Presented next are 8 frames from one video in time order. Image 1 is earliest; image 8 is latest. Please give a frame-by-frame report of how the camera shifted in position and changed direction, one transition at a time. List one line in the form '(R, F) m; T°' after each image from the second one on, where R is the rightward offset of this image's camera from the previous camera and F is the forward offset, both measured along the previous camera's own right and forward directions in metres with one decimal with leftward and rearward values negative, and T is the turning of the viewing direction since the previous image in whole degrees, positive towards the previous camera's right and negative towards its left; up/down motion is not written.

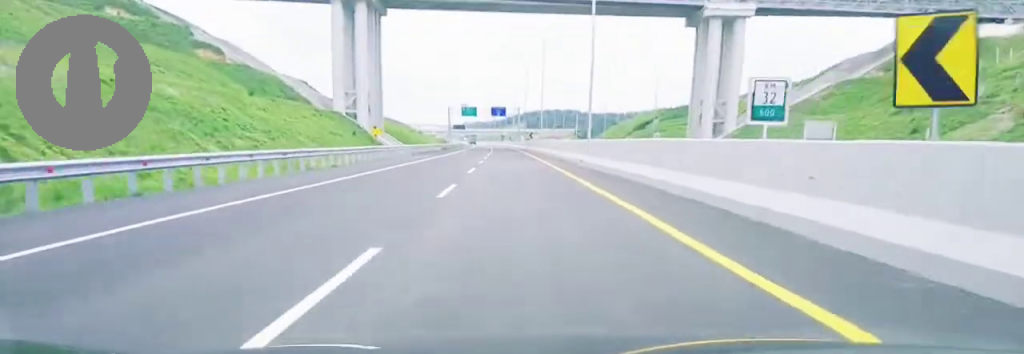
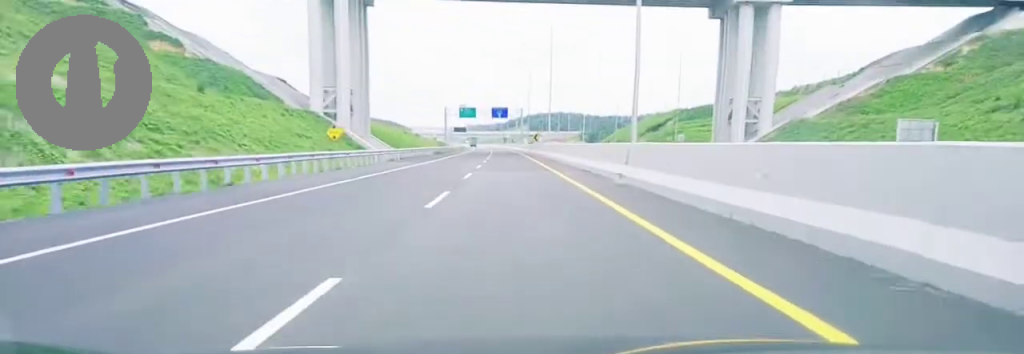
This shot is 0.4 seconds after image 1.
(+0.1, +15.2) m; 0°
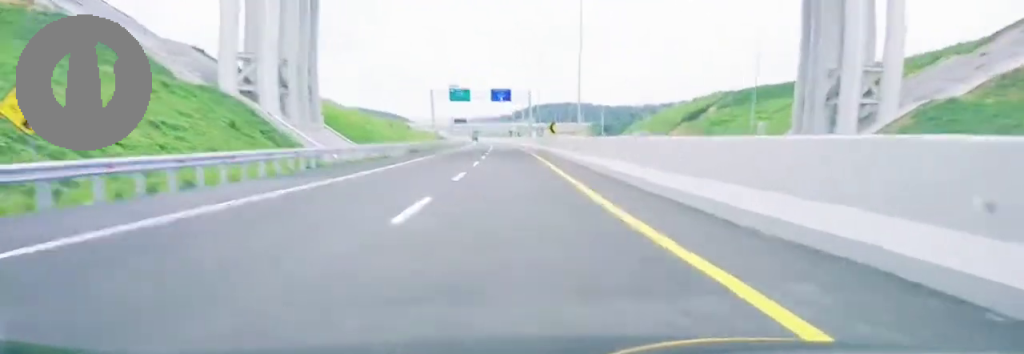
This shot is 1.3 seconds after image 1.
(-0.1, +30.3) m; 0°
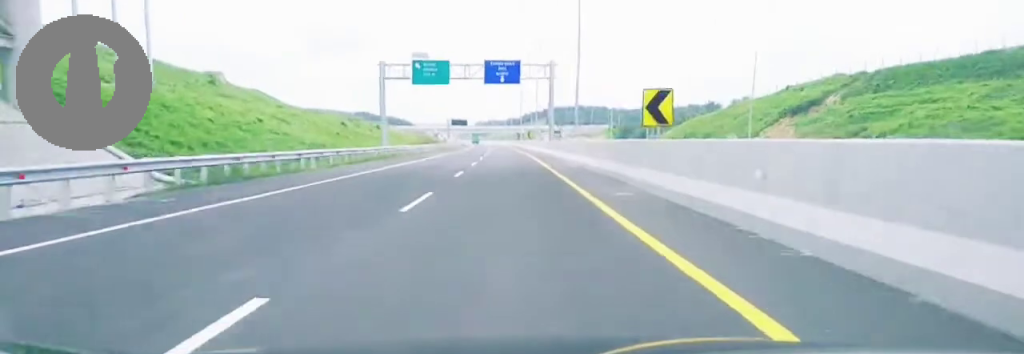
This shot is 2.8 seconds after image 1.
(-0.2, +51.2) m; 0°
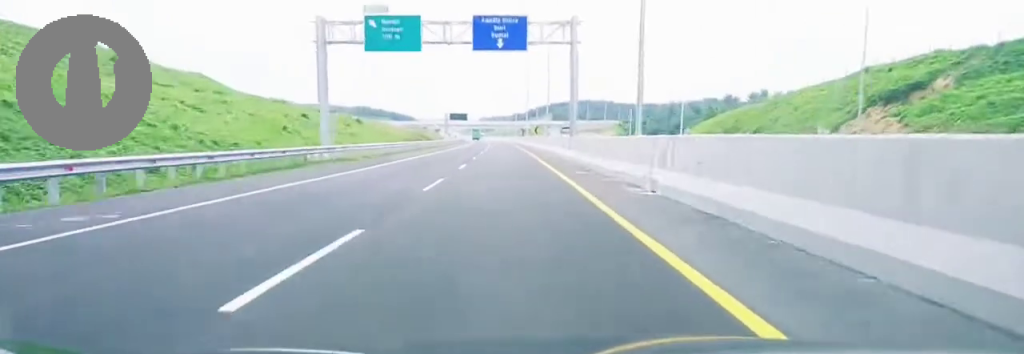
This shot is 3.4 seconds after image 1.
(-0.1, +22.1) m; 0°
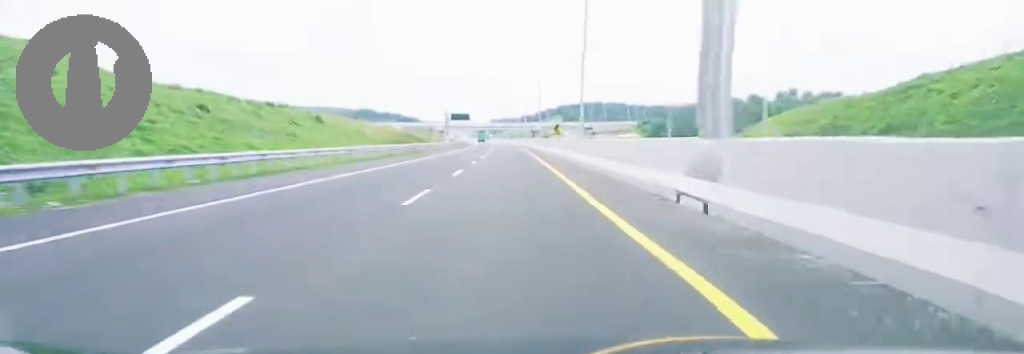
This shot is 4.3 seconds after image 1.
(-0.1, +32.5) m; 0°
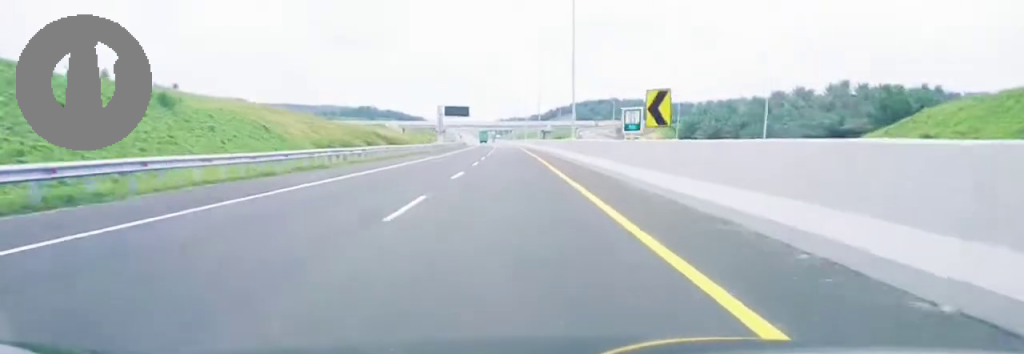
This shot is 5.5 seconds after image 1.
(-0.3, +40.6) m; -1°
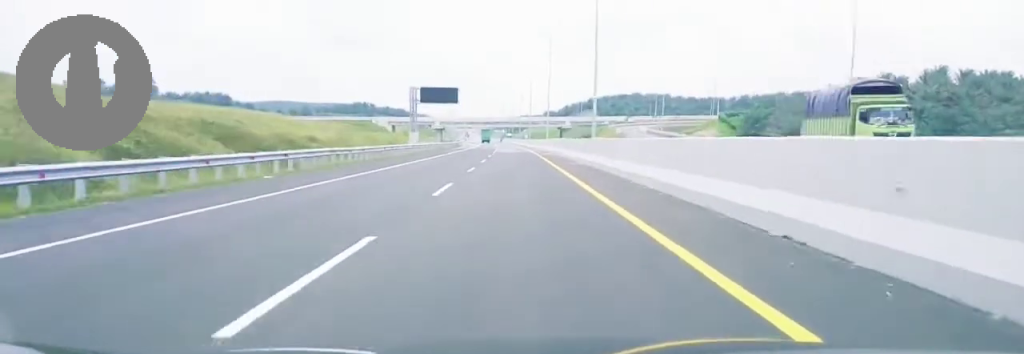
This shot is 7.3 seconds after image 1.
(-0.5, +61.9) m; -1°
